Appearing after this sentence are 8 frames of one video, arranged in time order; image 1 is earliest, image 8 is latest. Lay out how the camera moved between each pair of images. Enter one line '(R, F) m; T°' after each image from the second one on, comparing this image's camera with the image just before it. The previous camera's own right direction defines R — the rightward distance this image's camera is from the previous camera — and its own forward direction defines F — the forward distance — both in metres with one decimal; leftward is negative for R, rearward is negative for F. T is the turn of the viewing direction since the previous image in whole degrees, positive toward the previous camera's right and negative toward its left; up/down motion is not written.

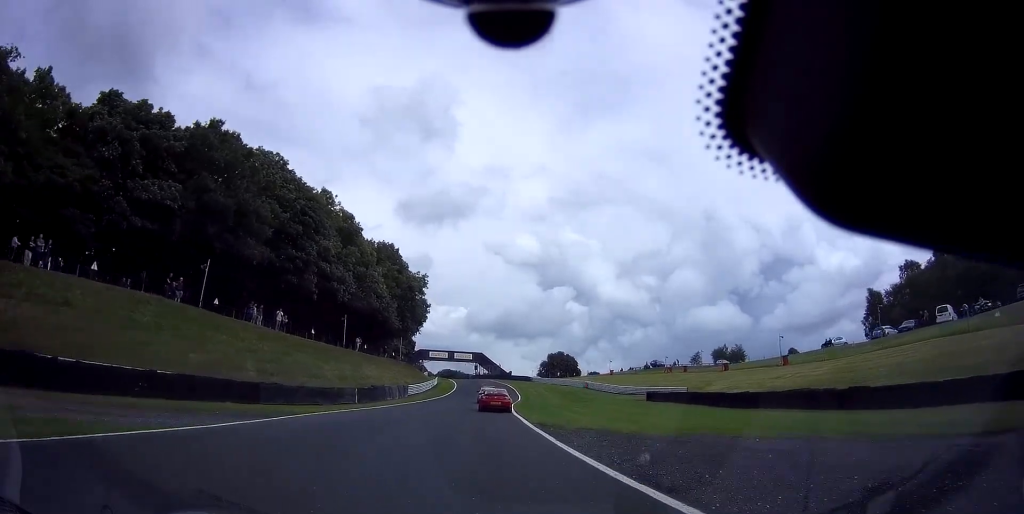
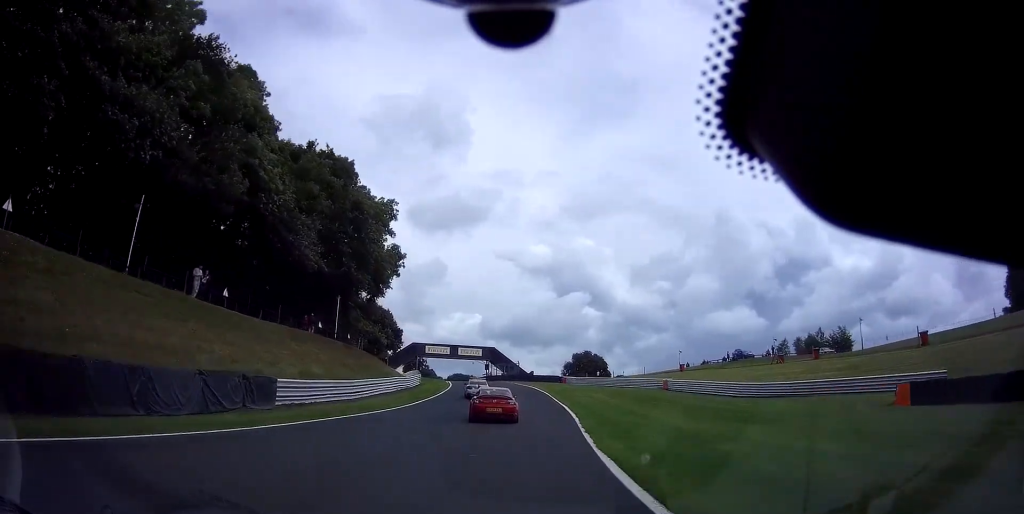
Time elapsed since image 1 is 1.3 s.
(-0.2, +34.7) m; -2°
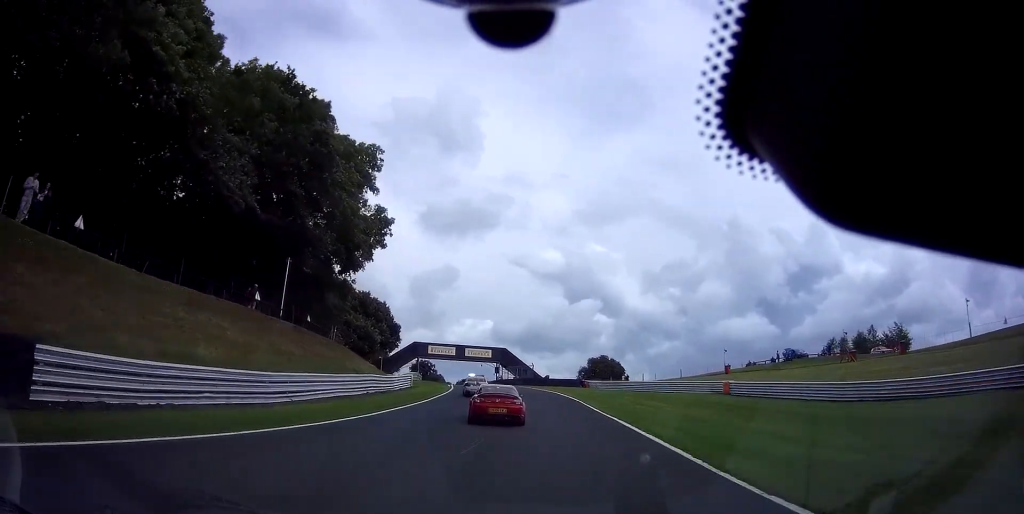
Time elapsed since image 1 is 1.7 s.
(0.0, +12.1) m; -1°
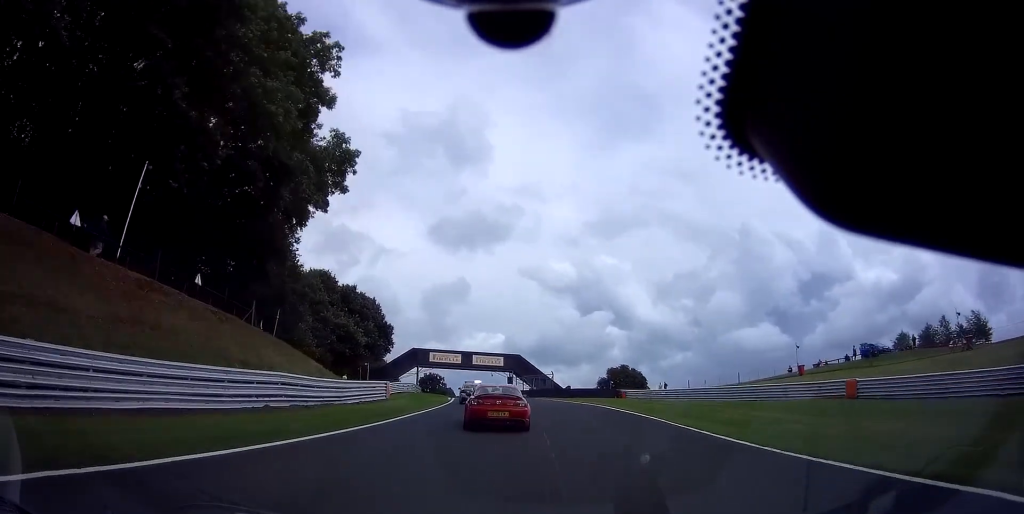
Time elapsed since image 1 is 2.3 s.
(-0.3, +14.0) m; -2°
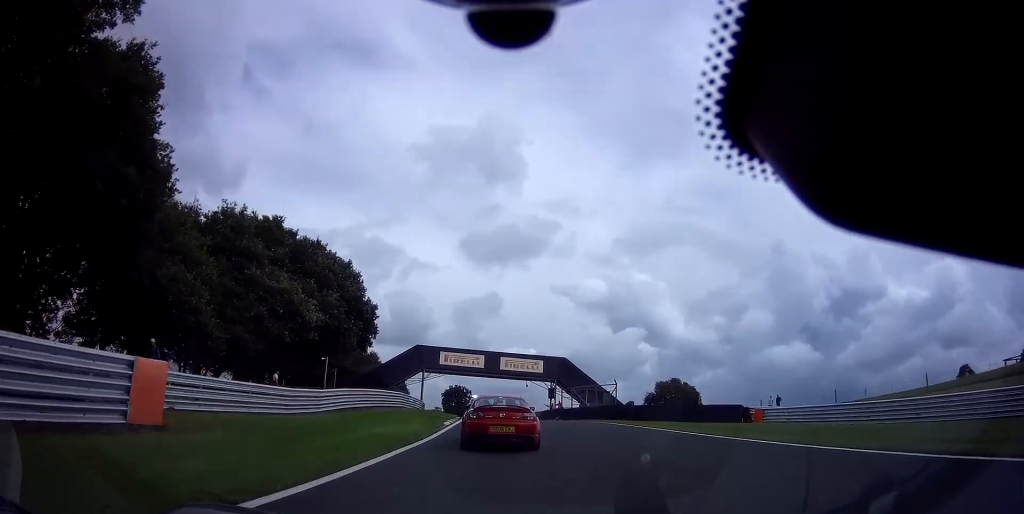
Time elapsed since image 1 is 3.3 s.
(-0.6, +24.2) m; -3°
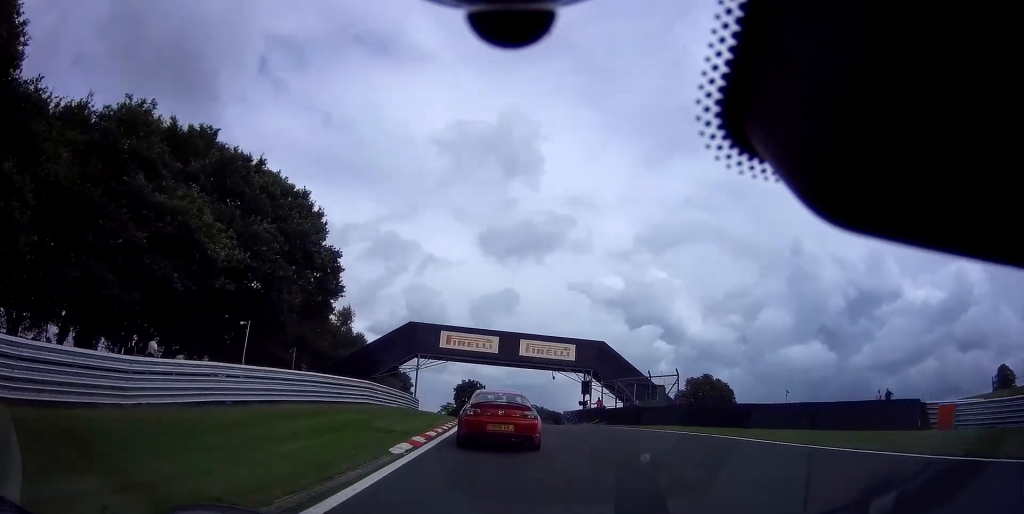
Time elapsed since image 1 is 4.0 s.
(-0.2, +14.5) m; -2°
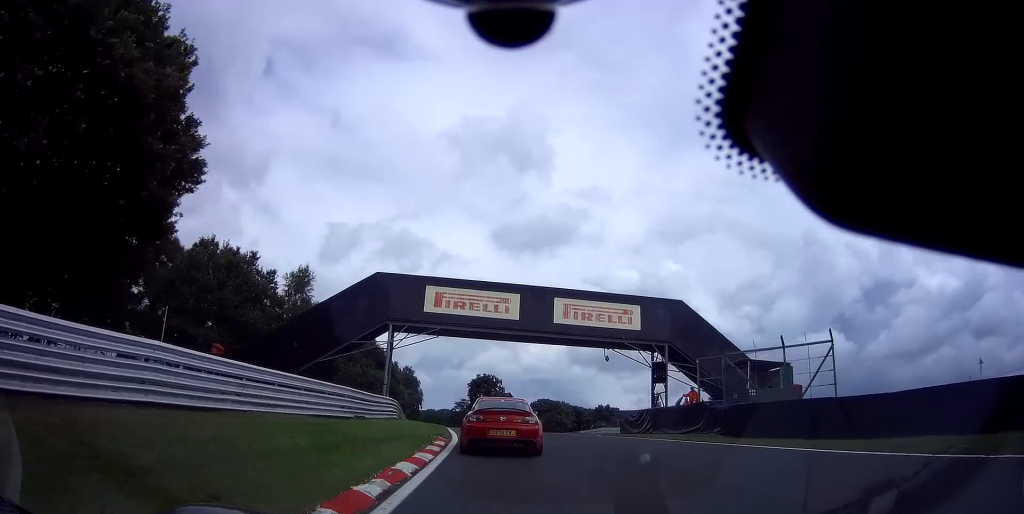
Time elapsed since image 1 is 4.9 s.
(-0.3, +17.9) m; -2°
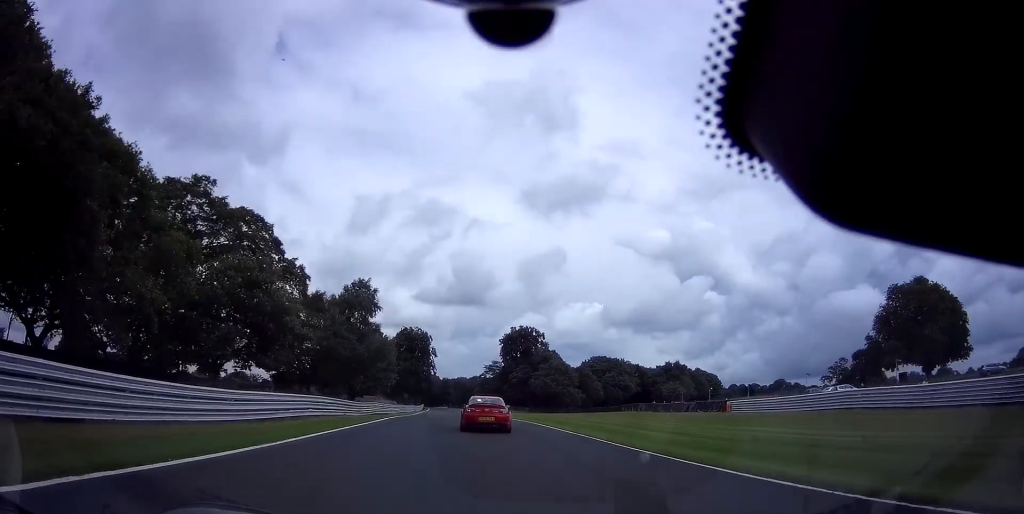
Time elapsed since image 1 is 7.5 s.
(-2.1, +53.7) m; -4°
